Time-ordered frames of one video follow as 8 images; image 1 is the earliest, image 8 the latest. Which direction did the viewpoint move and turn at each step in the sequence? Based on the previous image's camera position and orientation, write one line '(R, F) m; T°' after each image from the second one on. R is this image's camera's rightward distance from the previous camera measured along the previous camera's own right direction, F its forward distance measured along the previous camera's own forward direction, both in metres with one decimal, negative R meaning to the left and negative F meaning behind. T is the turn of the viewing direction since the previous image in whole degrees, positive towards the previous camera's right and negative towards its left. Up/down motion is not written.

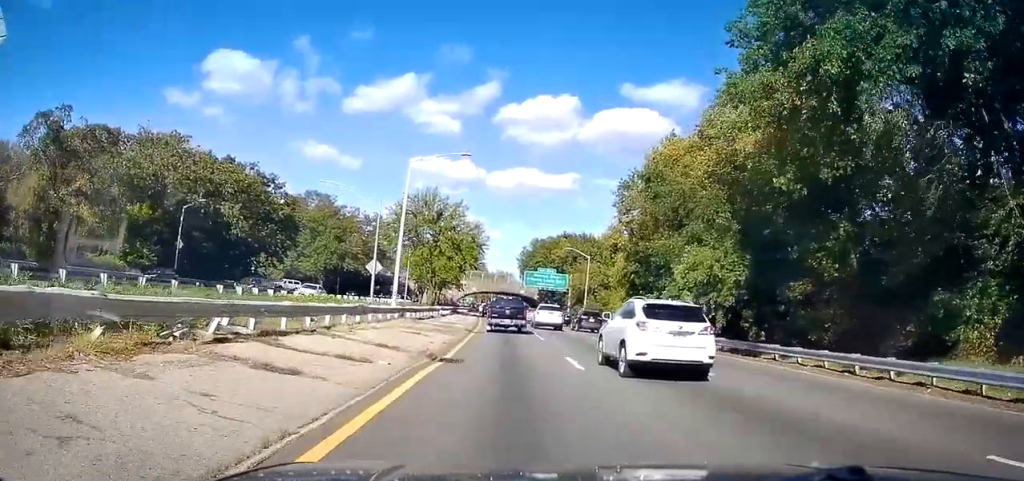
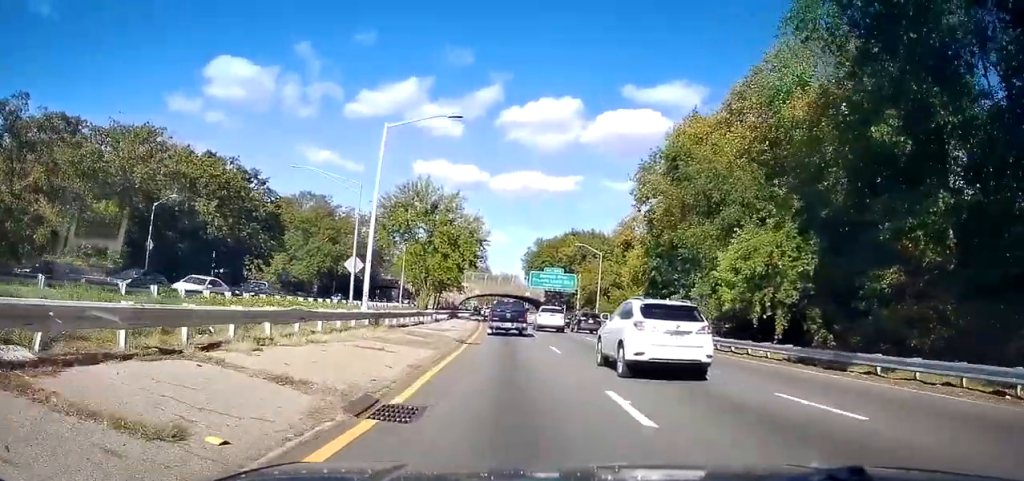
(0.0, +6.5) m; -1°
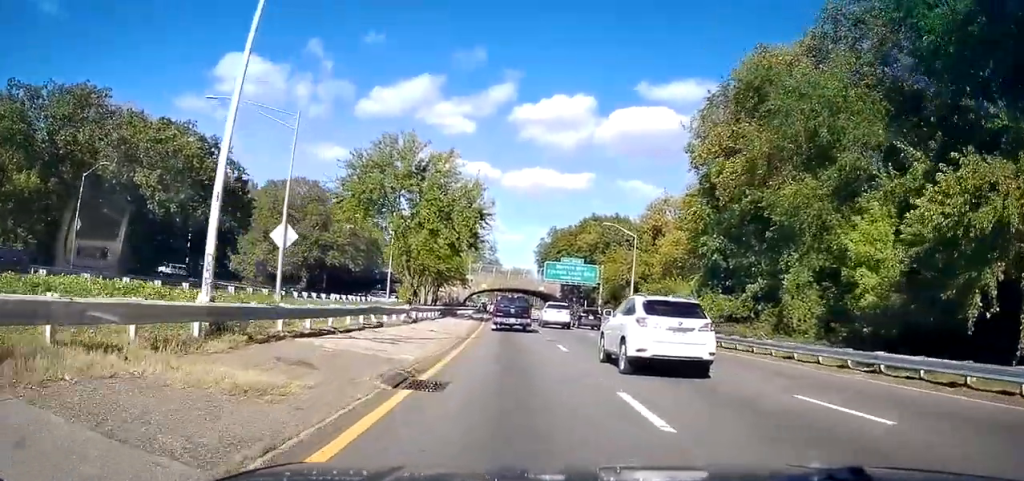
(-0.3, +13.0) m; 0°
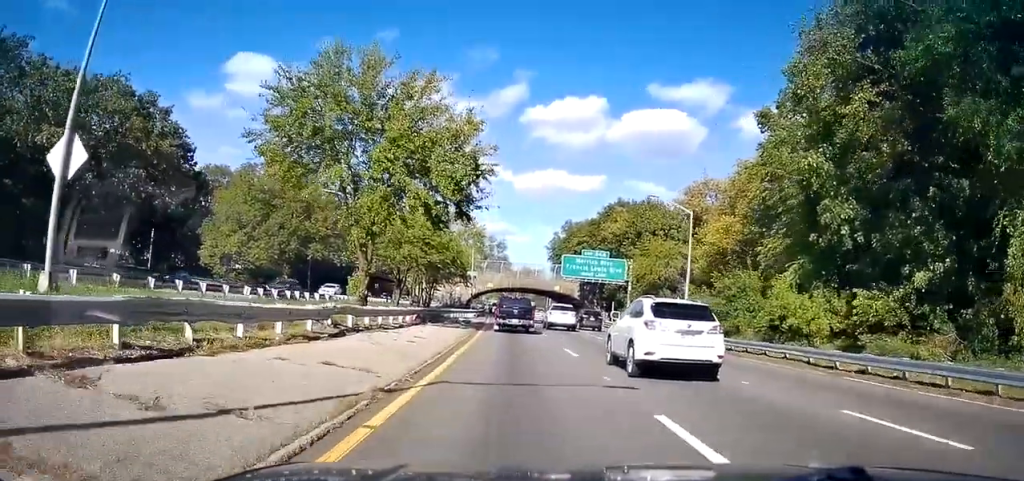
(+0.3, +14.1) m; -1°
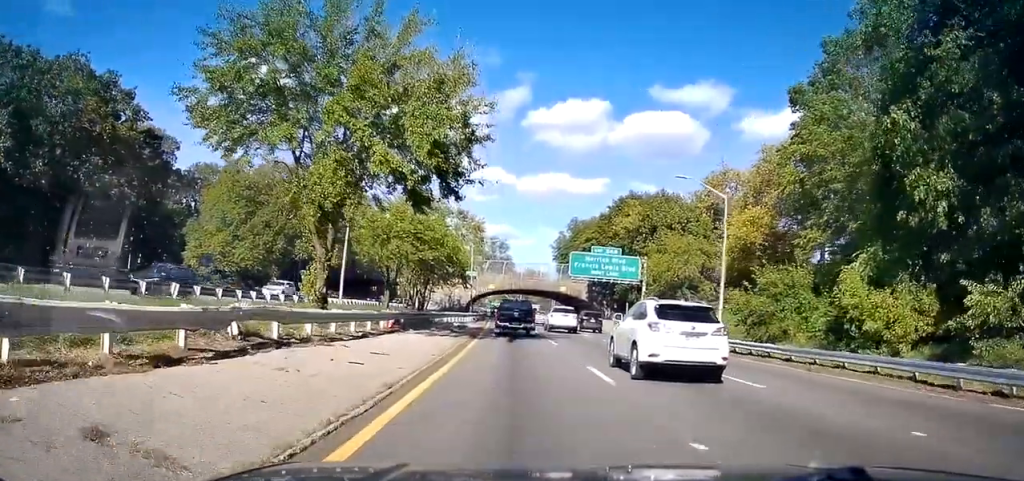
(-0.3, +6.1) m; 0°
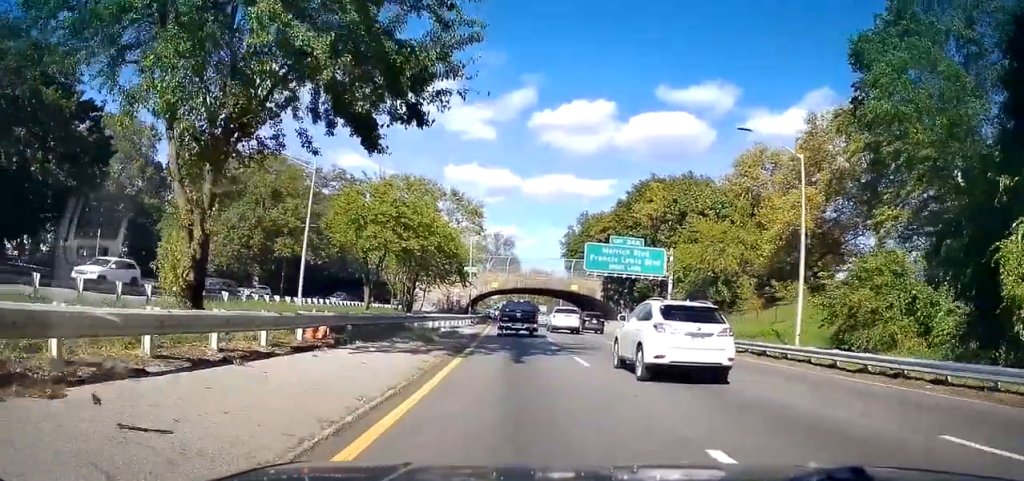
(-0.2, +8.9) m; 0°
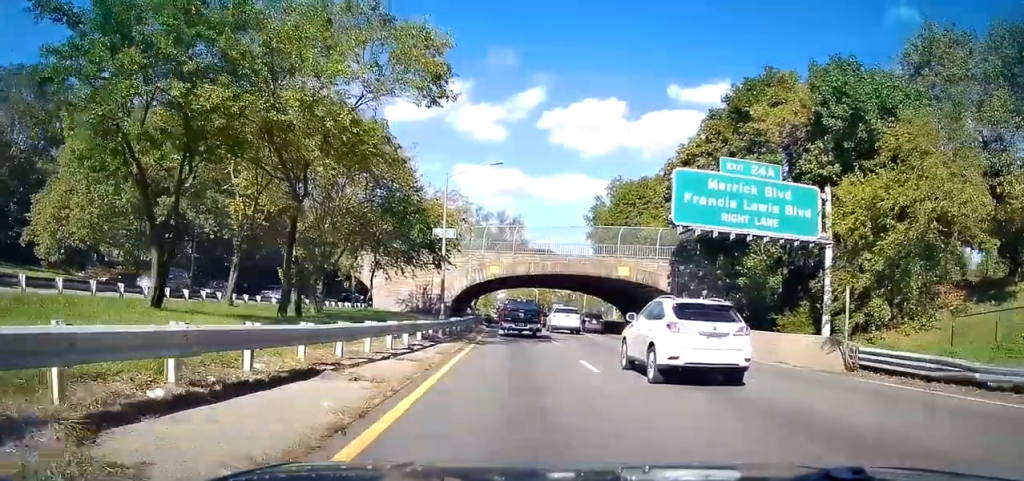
(-0.3, +27.8) m; -3°
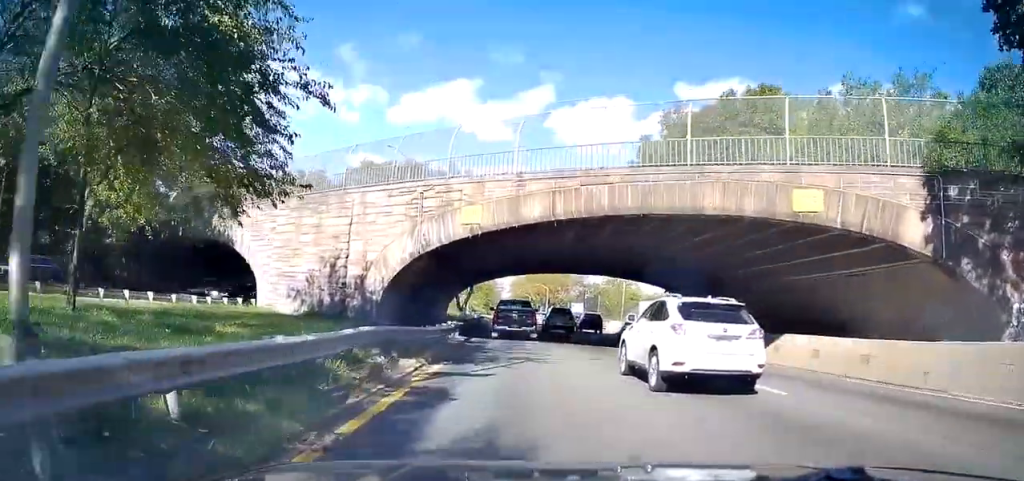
(0.0, +28.0) m; 0°
